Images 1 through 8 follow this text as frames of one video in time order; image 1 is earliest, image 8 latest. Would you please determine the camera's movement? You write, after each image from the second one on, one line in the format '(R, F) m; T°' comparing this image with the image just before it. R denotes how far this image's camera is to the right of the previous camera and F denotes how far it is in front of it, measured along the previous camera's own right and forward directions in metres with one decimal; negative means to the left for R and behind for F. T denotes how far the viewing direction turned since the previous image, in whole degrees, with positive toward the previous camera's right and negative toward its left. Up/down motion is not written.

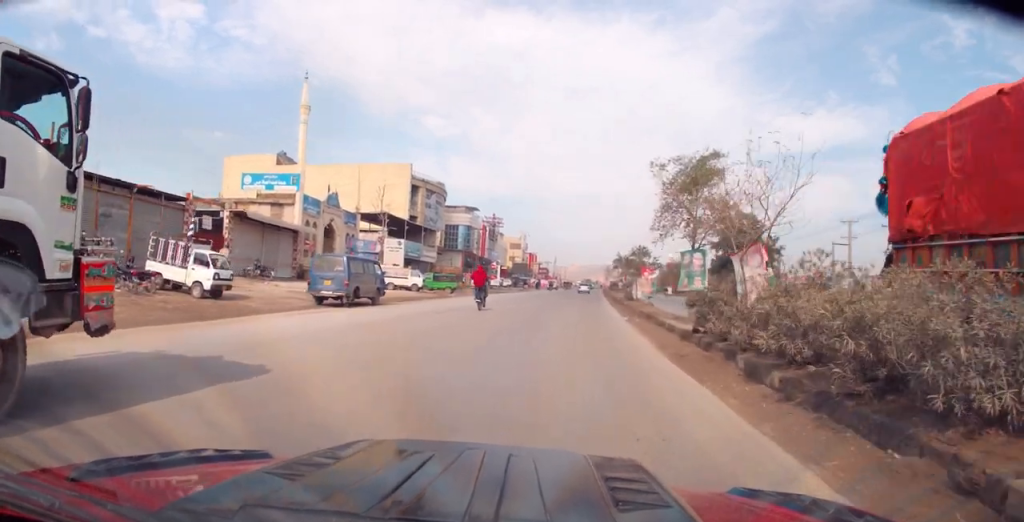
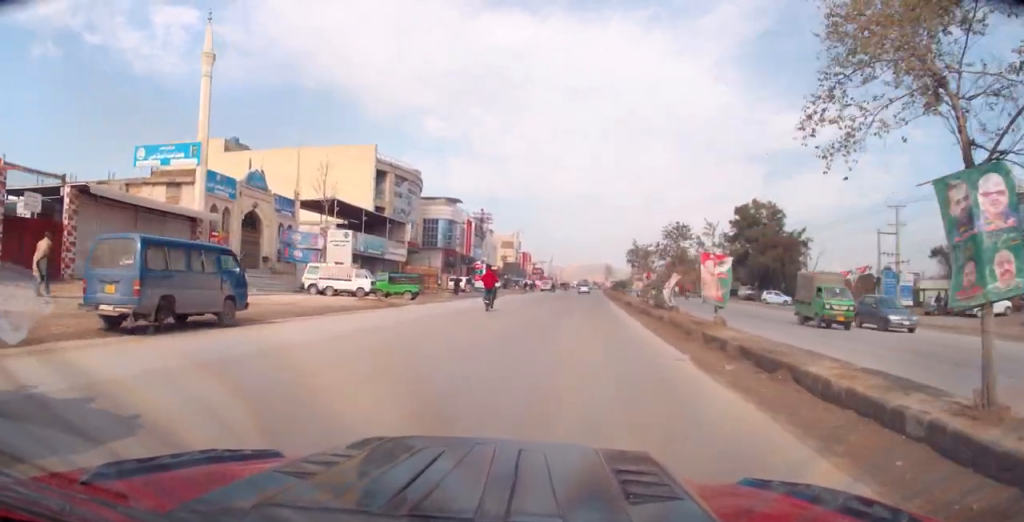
(+0.1, +12.5) m; 0°
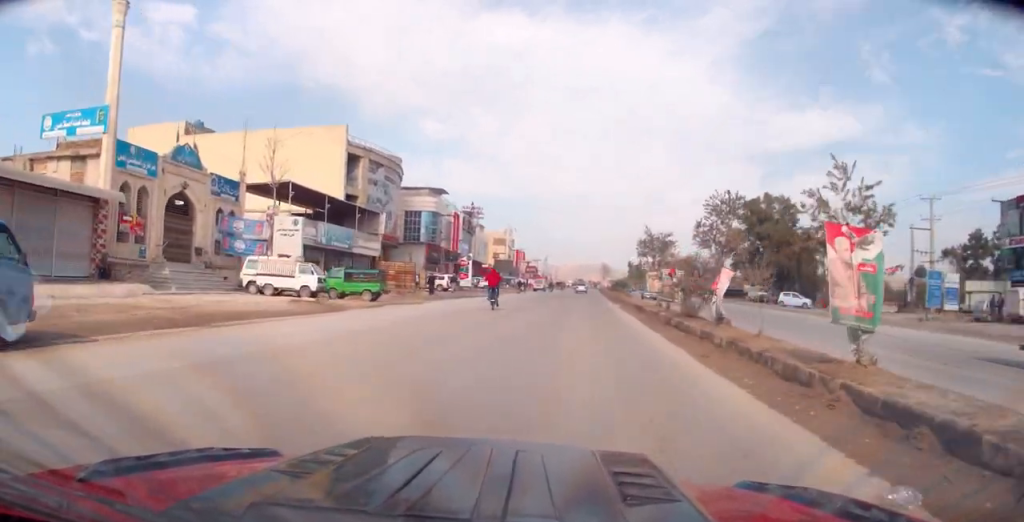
(+0.2, +7.4) m; -1°
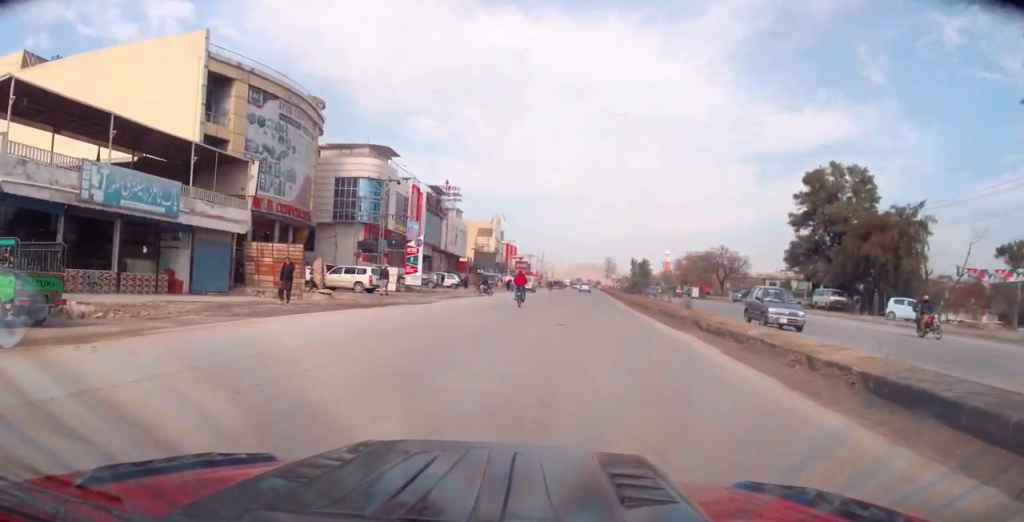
(+0.1, +22.5) m; +1°
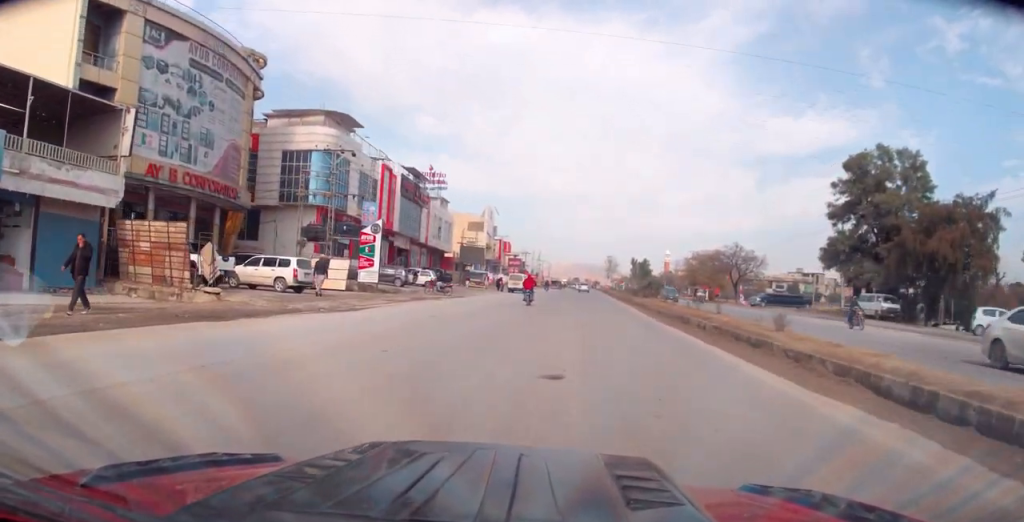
(0.0, +10.2) m; 0°
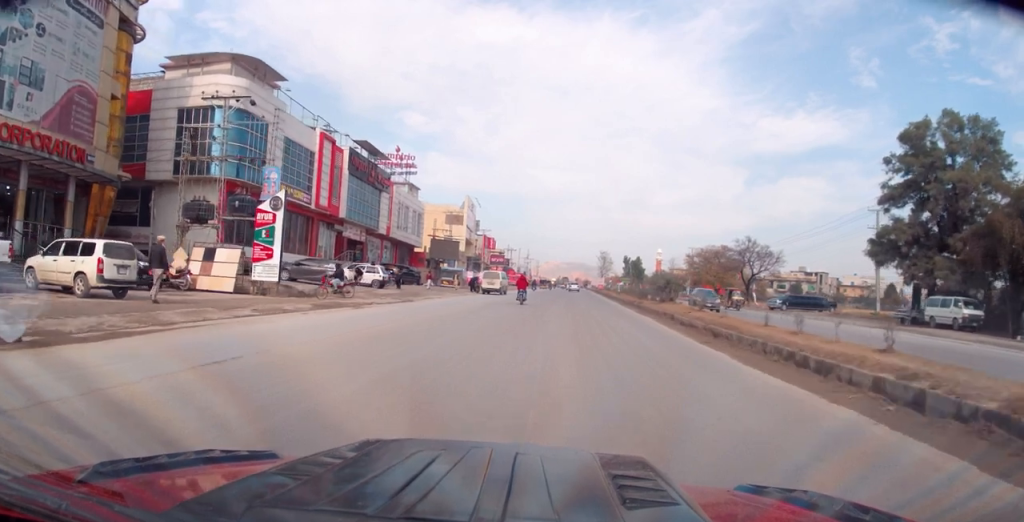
(-0.4, +11.9) m; 0°
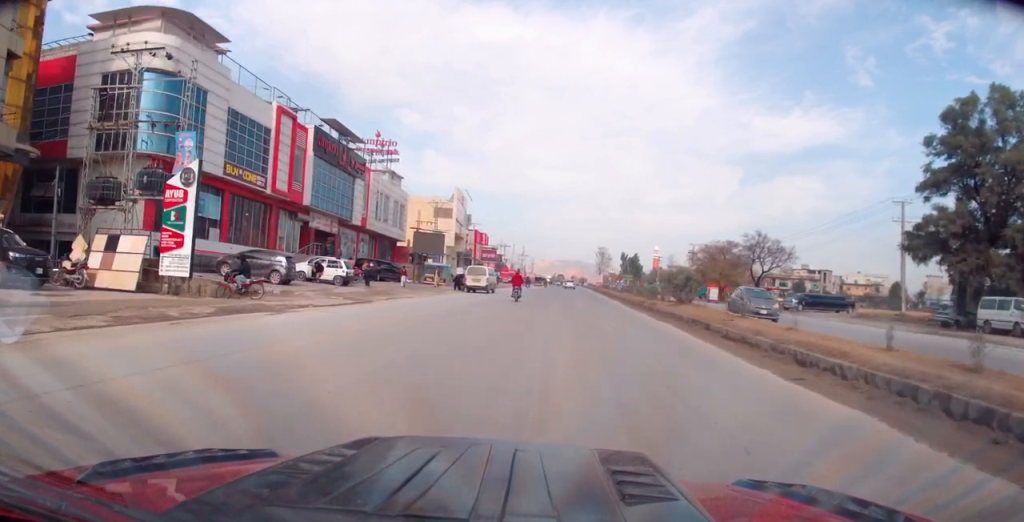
(+0.3, +6.1) m; +1°
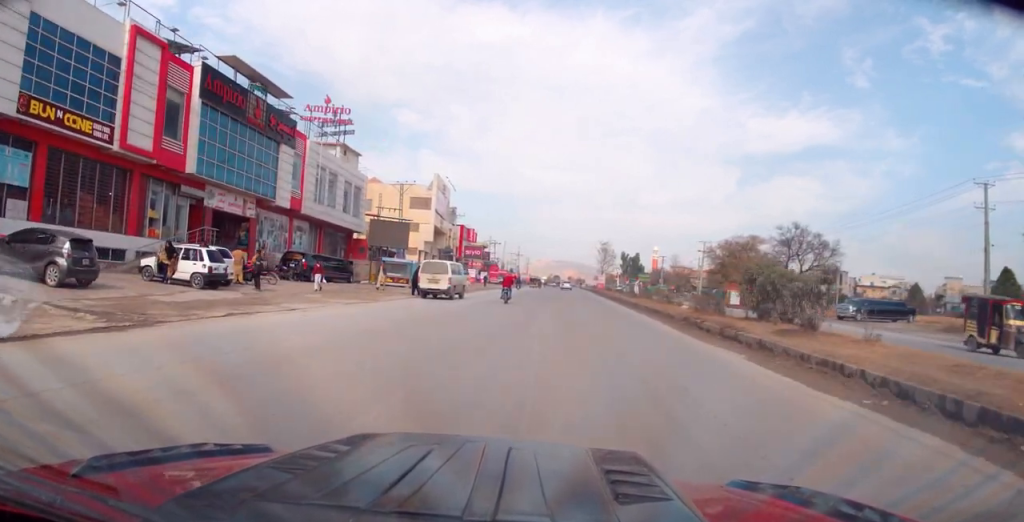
(+0.1, +13.7) m; 0°
